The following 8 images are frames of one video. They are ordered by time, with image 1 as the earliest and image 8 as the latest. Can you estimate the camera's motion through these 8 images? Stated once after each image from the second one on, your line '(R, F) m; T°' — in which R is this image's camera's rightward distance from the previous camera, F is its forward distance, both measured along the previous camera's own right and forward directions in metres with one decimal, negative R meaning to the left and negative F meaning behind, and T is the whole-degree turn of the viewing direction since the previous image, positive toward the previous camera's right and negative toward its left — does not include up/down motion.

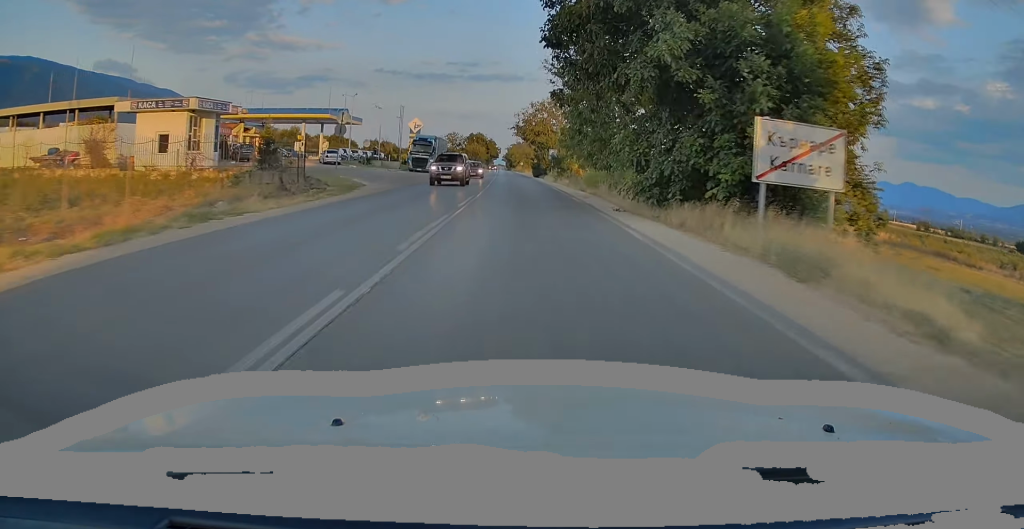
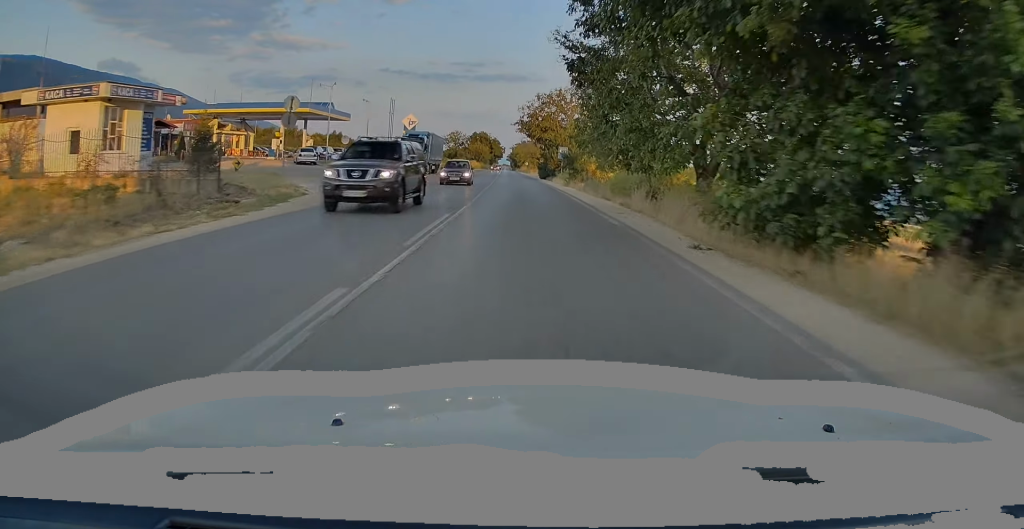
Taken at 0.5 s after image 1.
(0.0, +8.8) m; 0°
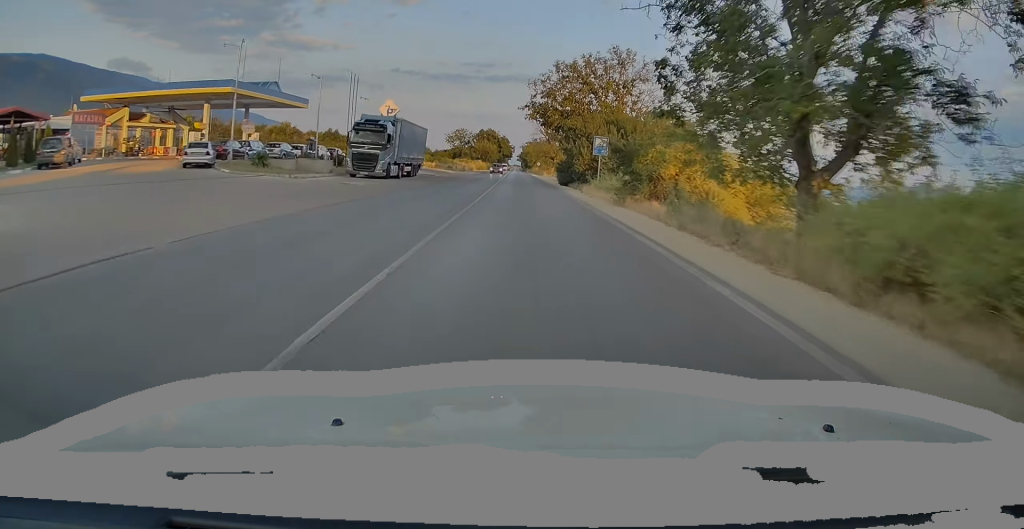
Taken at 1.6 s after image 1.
(-0.2, +20.4) m; 0°
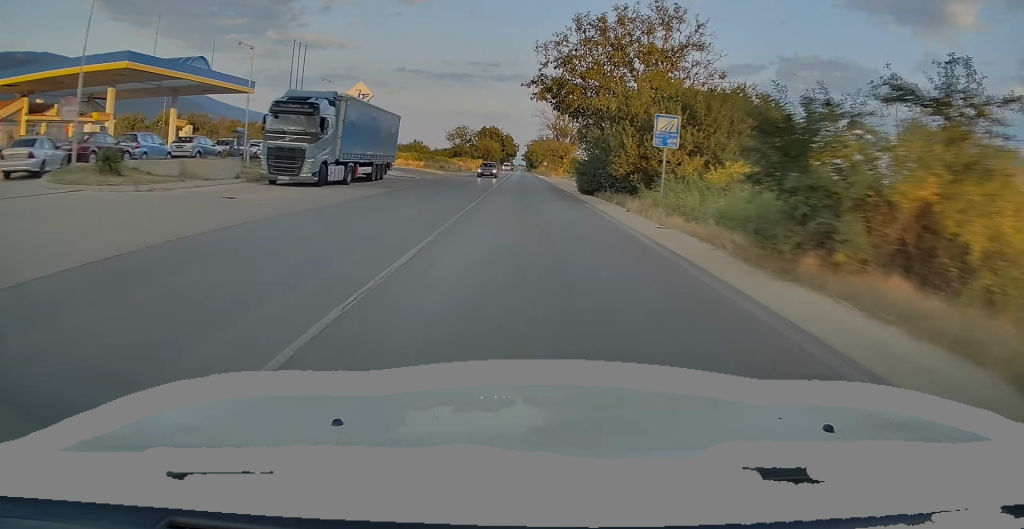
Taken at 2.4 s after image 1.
(0.0, +14.3) m; 0°
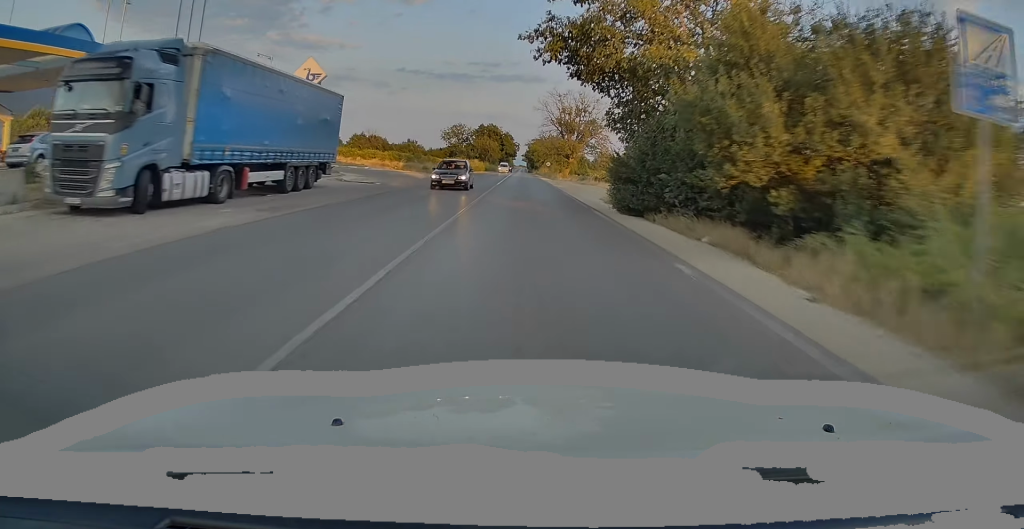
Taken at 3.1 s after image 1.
(+0.1, +13.5) m; 0°
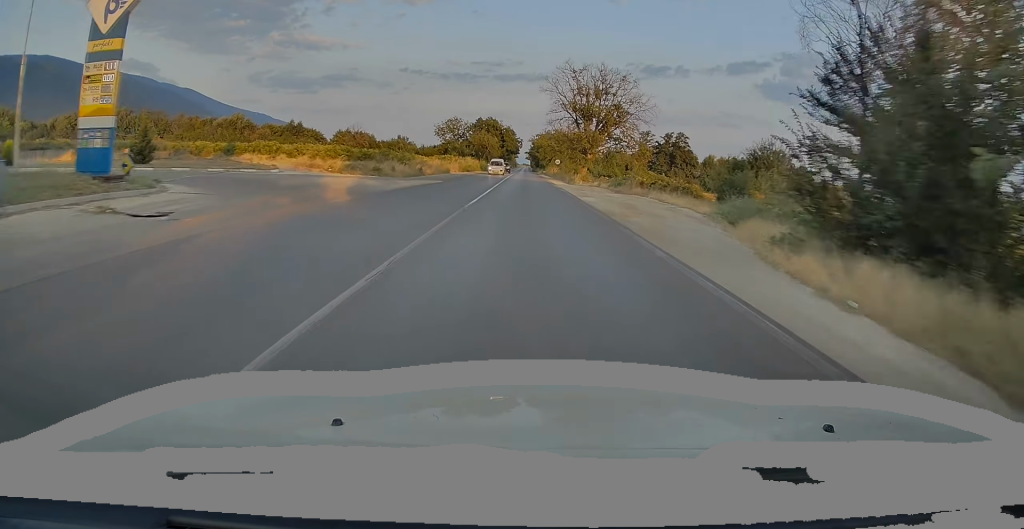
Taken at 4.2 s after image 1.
(0.0, +22.3) m; -1°
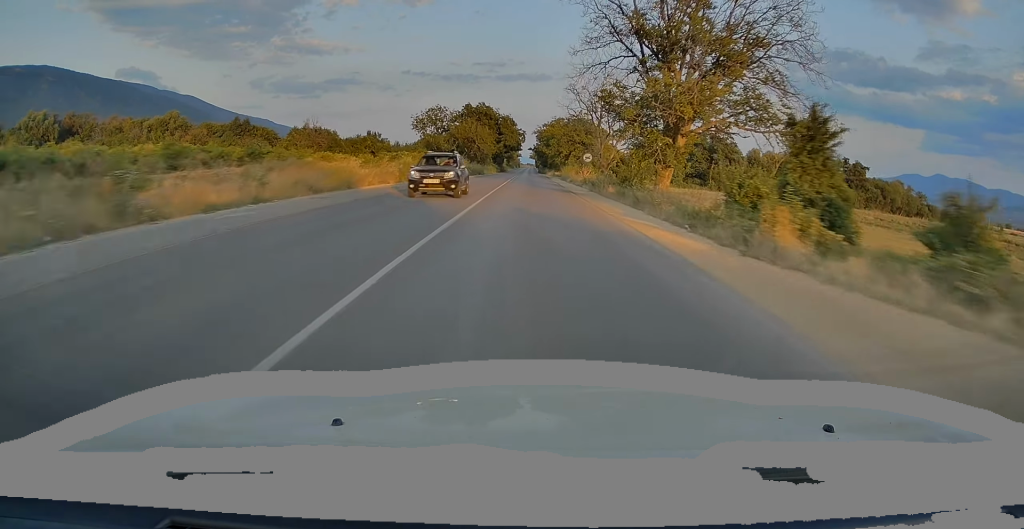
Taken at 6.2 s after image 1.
(+0.1, +41.8) m; 0°
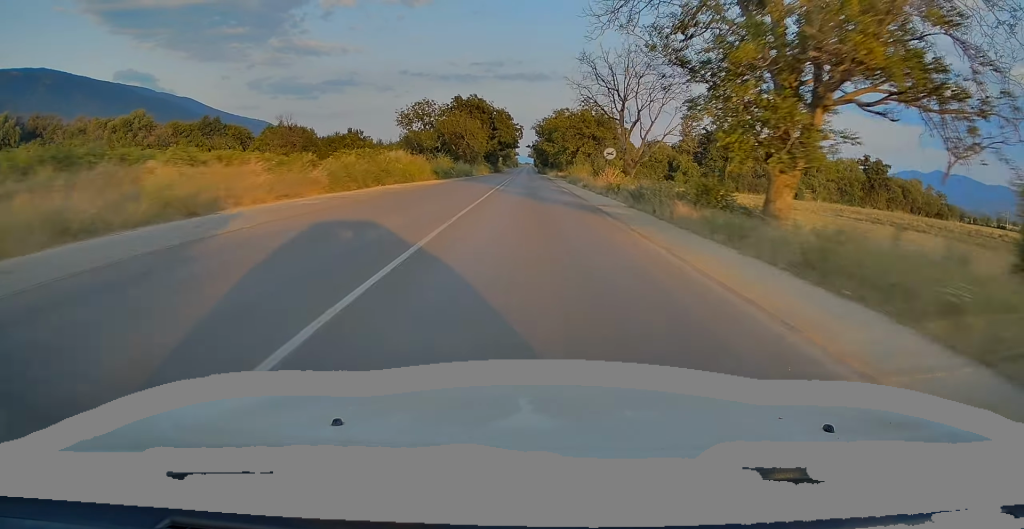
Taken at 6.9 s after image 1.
(-0.3, +15.3) m; 0°
